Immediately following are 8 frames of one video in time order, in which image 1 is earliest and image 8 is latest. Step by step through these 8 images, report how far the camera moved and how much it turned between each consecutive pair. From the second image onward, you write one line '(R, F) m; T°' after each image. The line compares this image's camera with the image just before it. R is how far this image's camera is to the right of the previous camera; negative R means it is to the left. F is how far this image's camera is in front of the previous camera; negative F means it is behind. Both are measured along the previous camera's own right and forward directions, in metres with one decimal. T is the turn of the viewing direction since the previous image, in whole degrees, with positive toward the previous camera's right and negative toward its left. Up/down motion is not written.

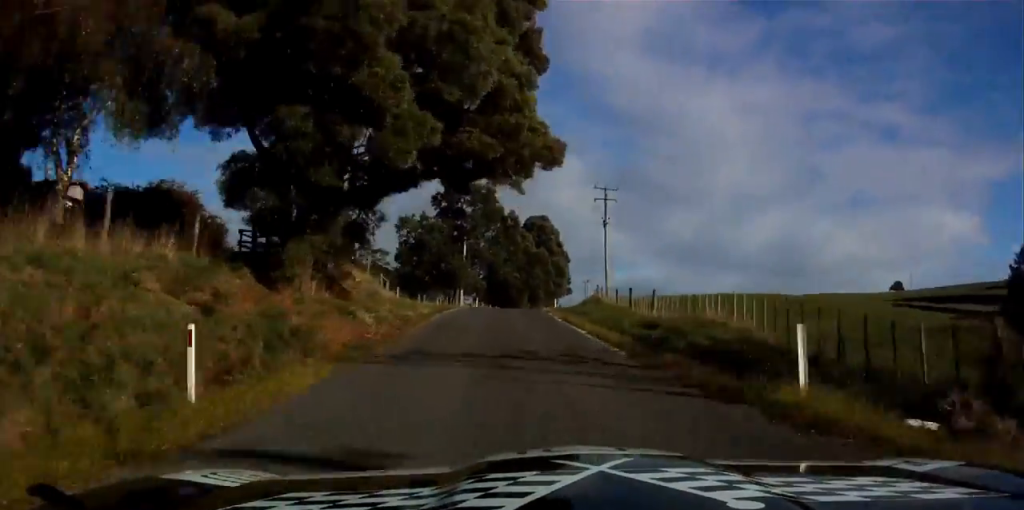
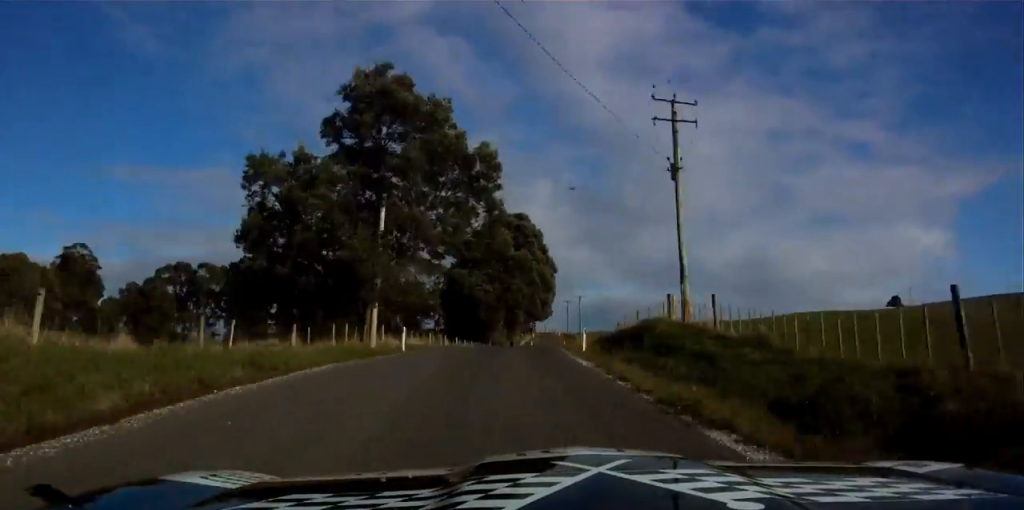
(+1.1, +35.3) m; +2°
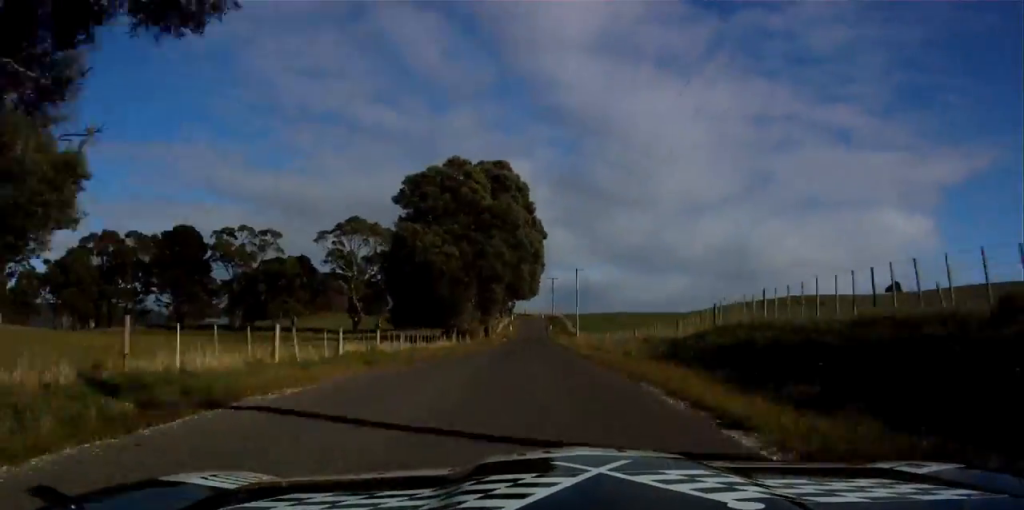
(+0.5, +30.2) m; +2°
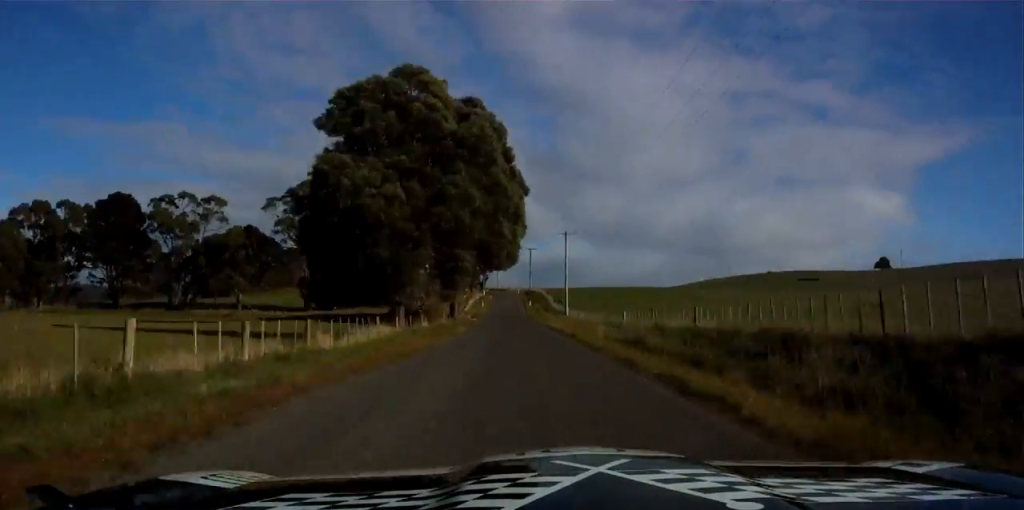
(-0.1, +20.1) m; +1°
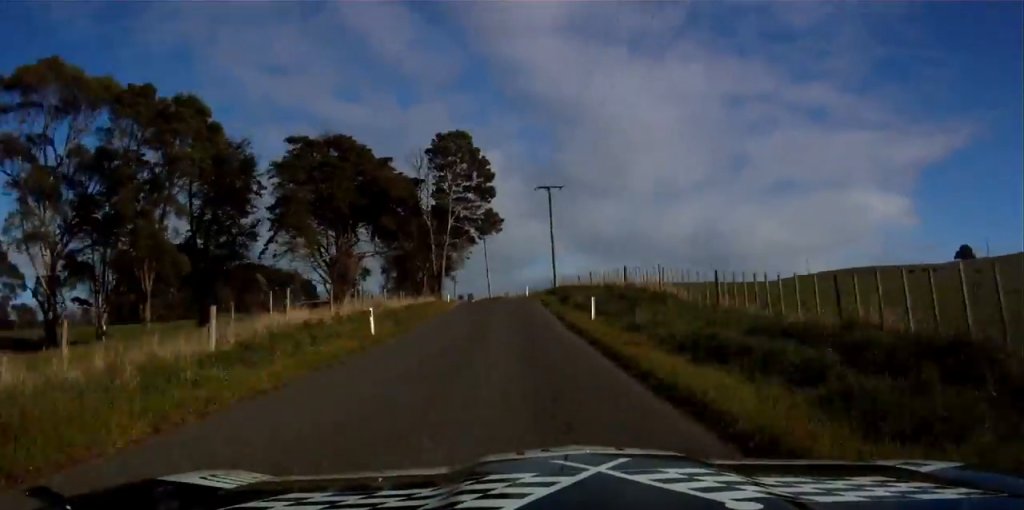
(+1.9, +94.4) m; -1°
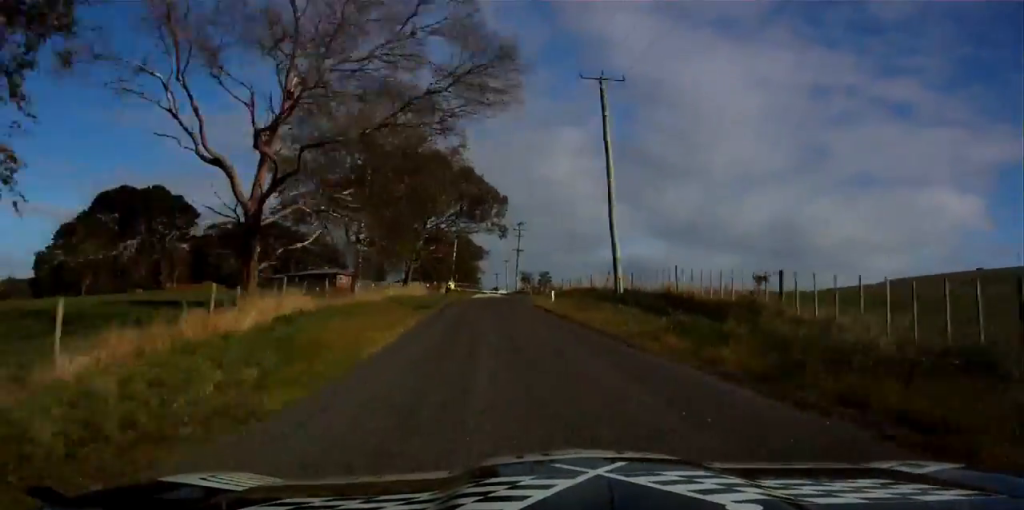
(-3.0, +91.5) m; -2°
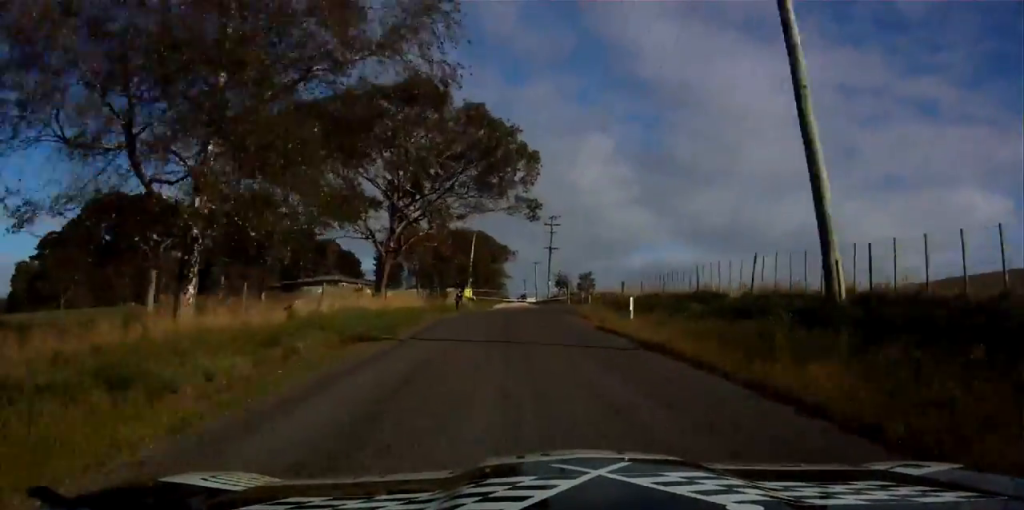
(-0.1, +22.5) m; +1°
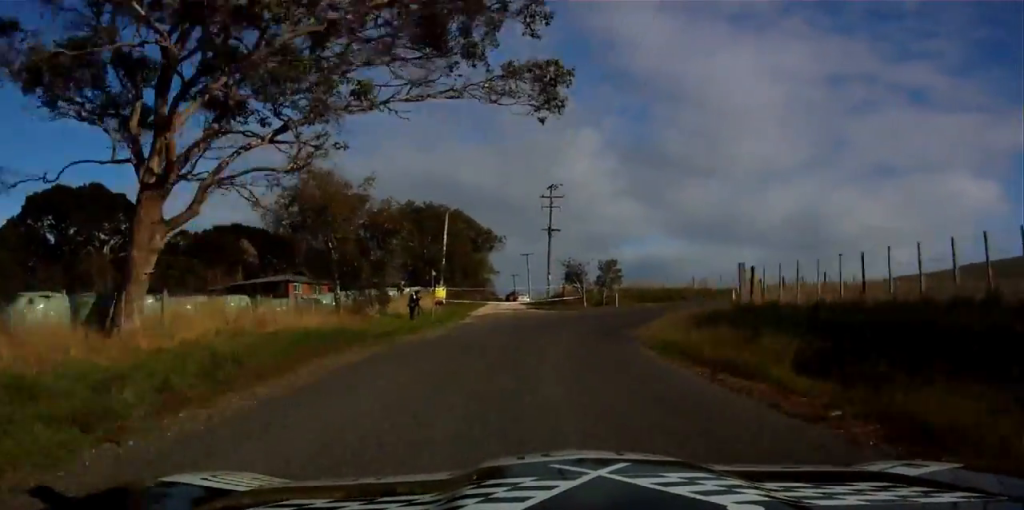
(+0.2, +27.8) m; +4°
